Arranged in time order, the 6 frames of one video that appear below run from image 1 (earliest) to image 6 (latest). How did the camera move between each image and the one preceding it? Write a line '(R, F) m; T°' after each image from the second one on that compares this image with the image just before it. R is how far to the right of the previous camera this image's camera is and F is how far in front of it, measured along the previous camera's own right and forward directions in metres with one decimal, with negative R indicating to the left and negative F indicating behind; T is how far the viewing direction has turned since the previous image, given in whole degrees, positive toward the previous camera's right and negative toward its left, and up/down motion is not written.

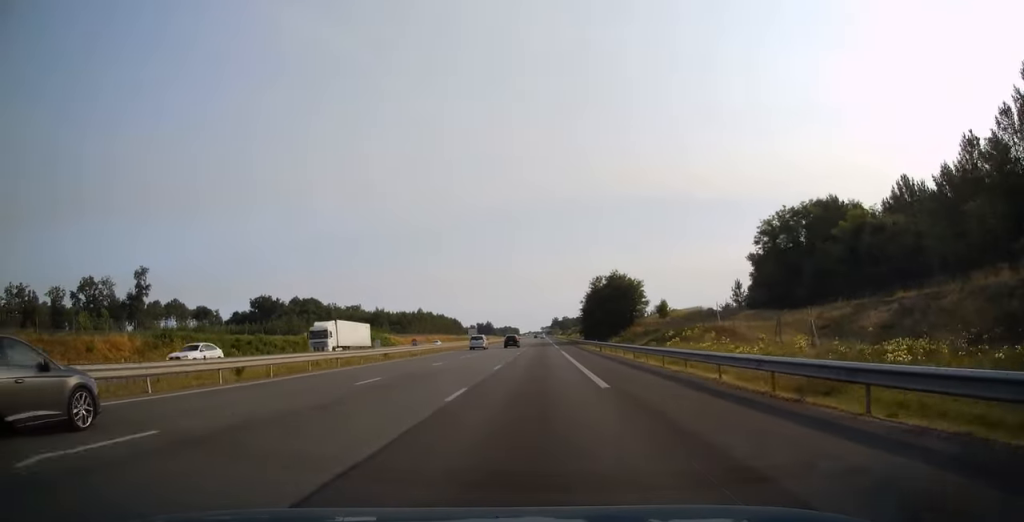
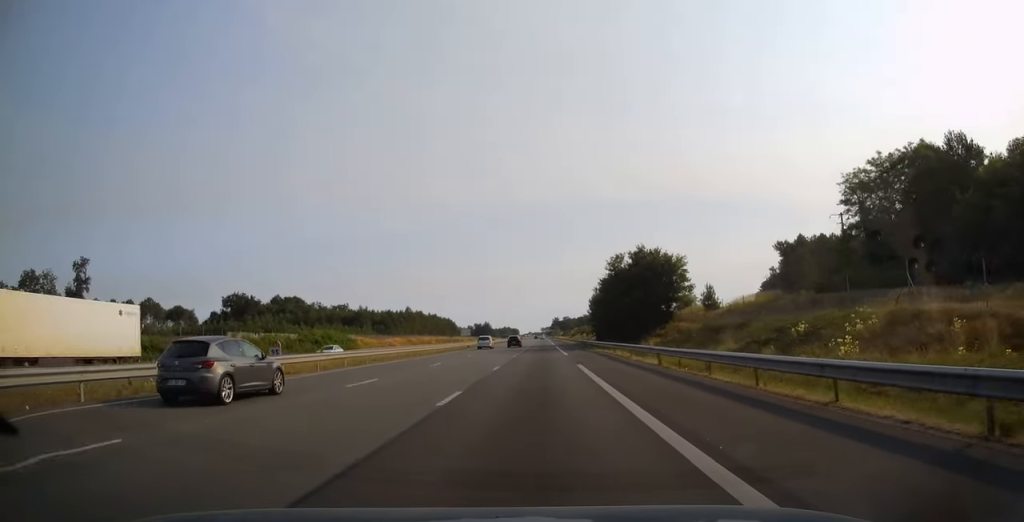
(+0.1, +26.9) m; 0°
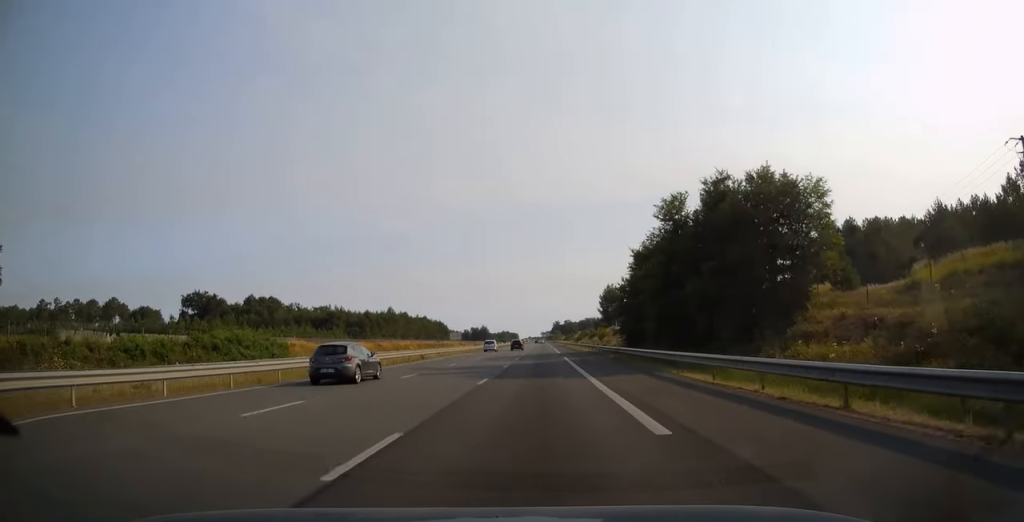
(-0.3, +32.3) m; 0°
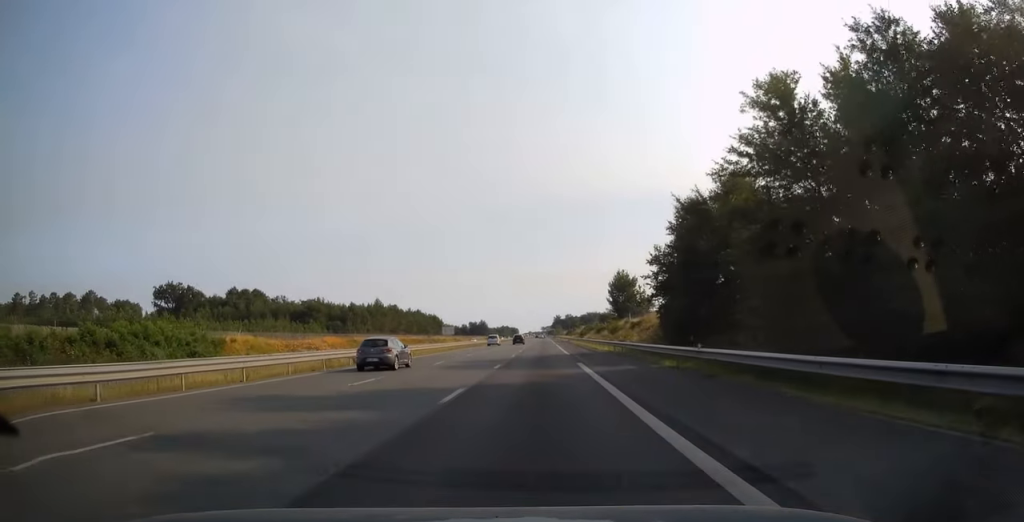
(0.0, +19.1) m; 0°
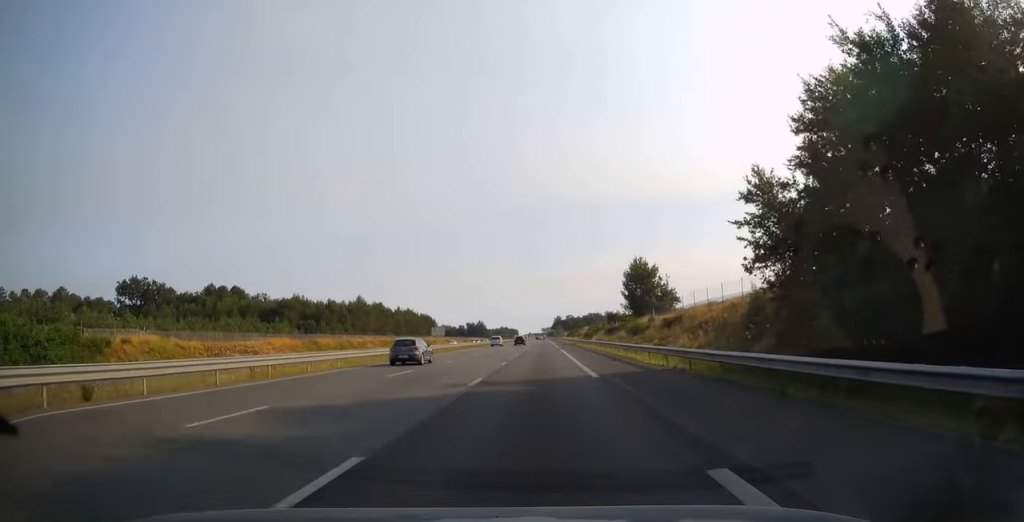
(0.0, +22.1) m; 0°
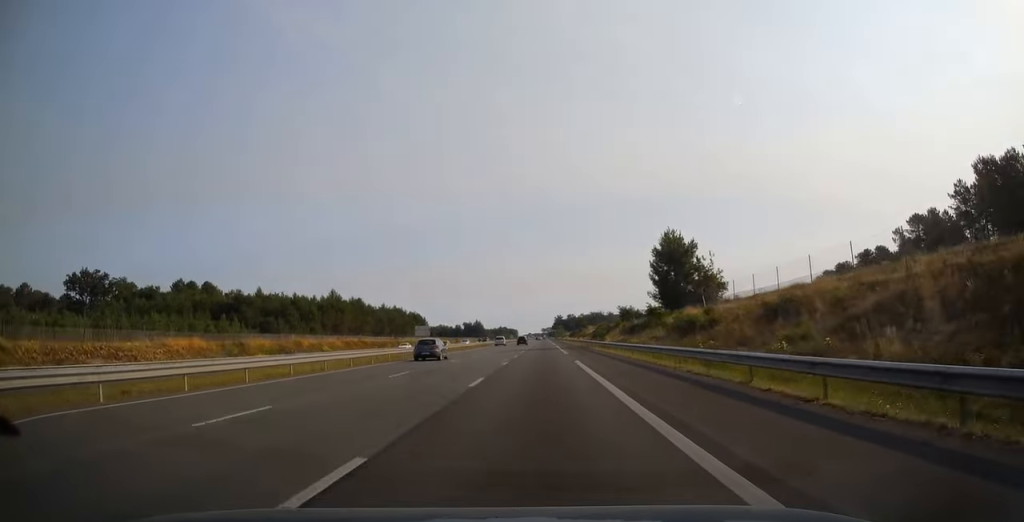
(0.0, +26.0) m; 0°
